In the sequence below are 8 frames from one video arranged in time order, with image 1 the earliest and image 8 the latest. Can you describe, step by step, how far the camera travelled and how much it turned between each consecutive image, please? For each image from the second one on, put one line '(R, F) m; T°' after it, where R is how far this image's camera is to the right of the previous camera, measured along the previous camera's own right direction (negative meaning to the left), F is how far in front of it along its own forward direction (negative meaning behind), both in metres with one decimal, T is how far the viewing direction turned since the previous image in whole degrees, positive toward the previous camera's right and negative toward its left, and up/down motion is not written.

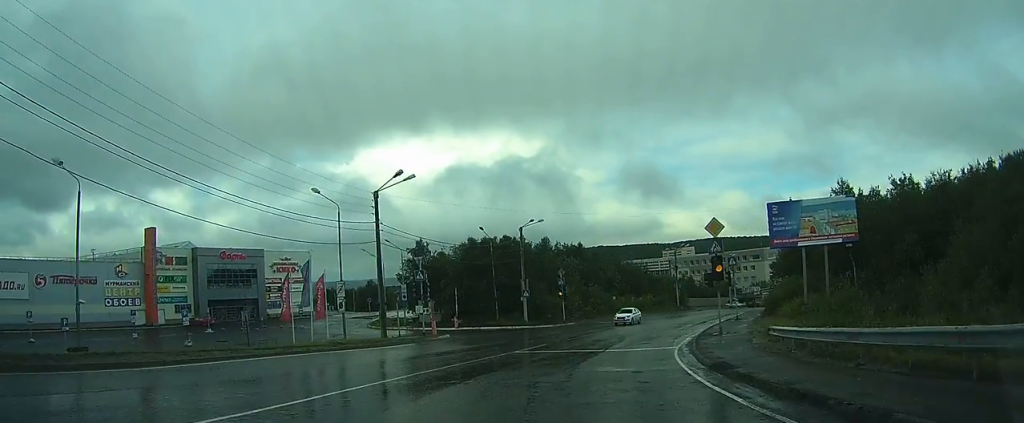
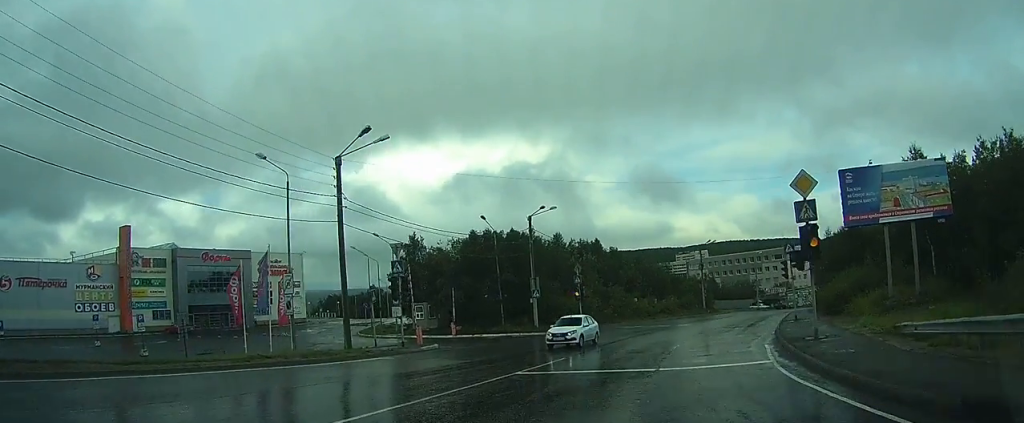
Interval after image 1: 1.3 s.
(+0.6, +11.5) m; +7°
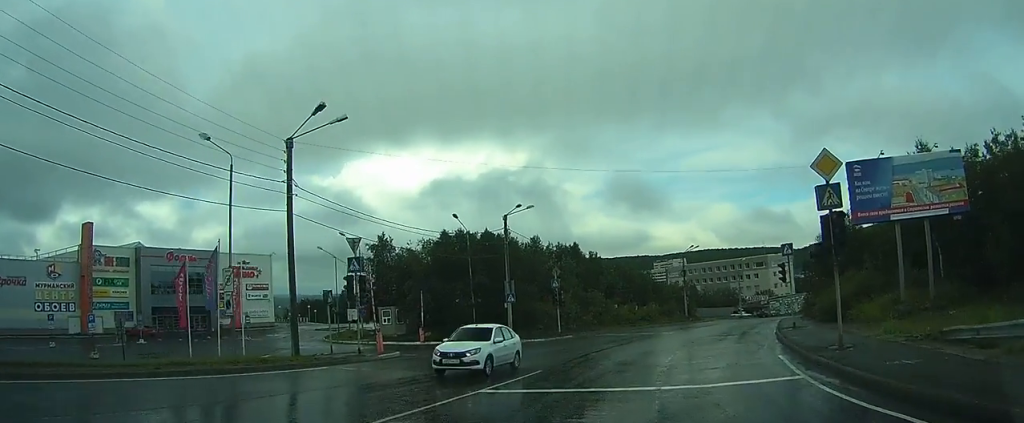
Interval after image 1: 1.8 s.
(+0.2, +4.3) m; +2°
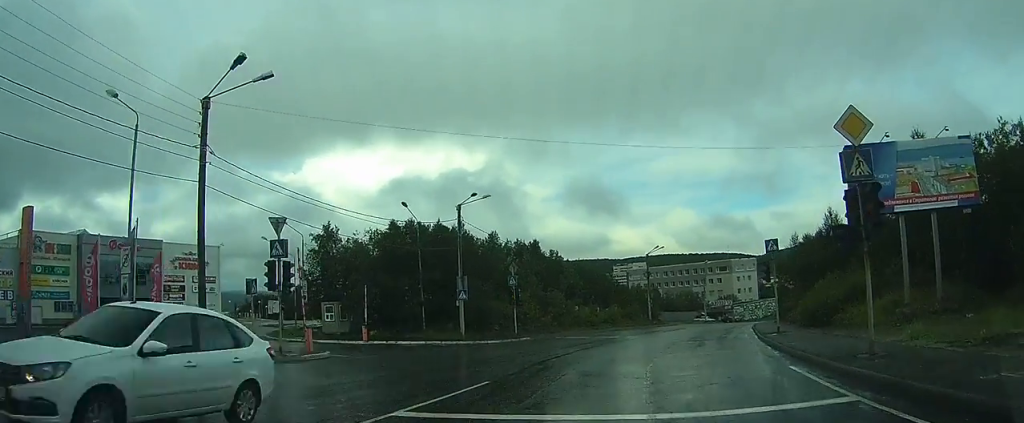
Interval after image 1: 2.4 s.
(+0.1, +4.6) m; +2°
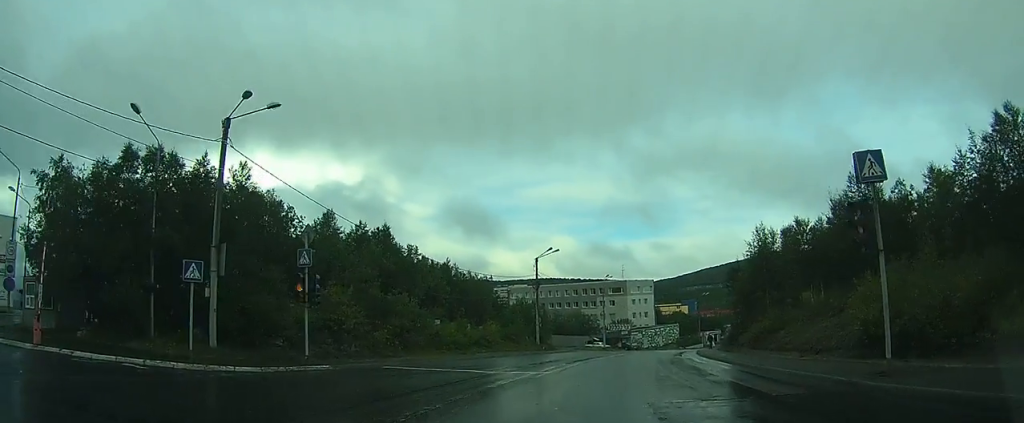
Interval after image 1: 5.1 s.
(+0.7, +19.1) m; +3°
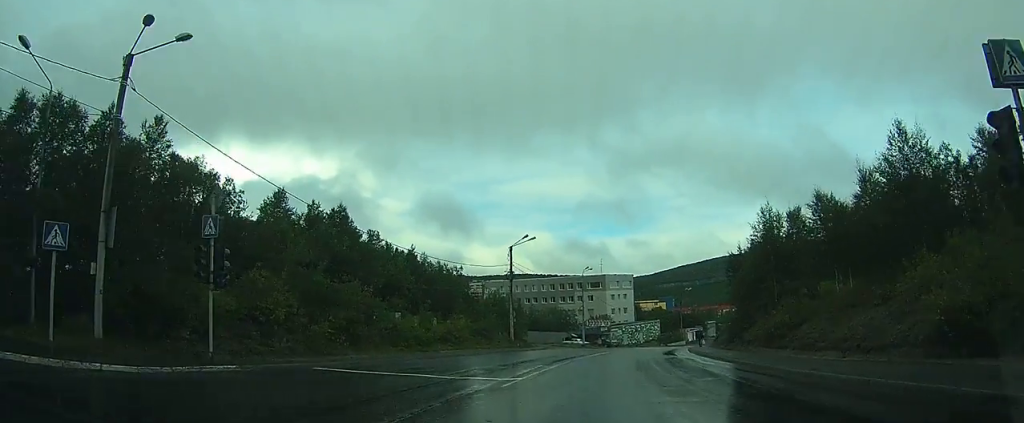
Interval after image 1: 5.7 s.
(+0.1, +5.0) m; +2°
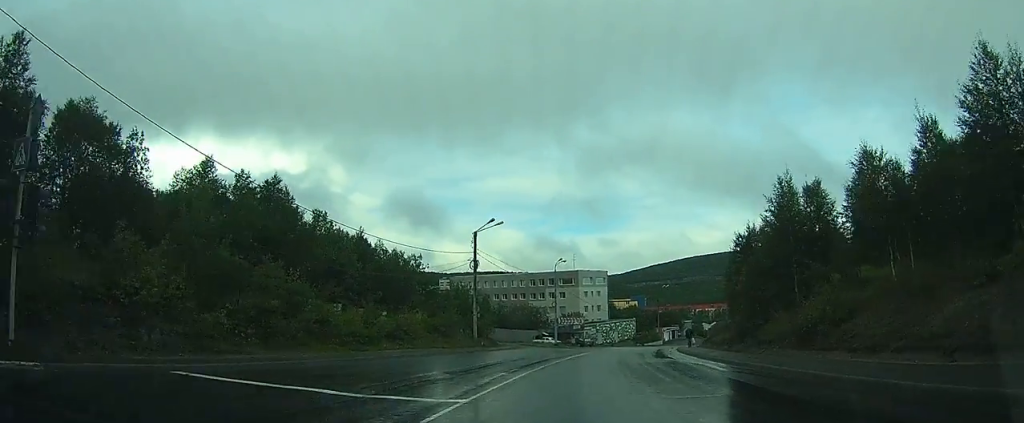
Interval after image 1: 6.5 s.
(+0.1, +6.3) m; +4°
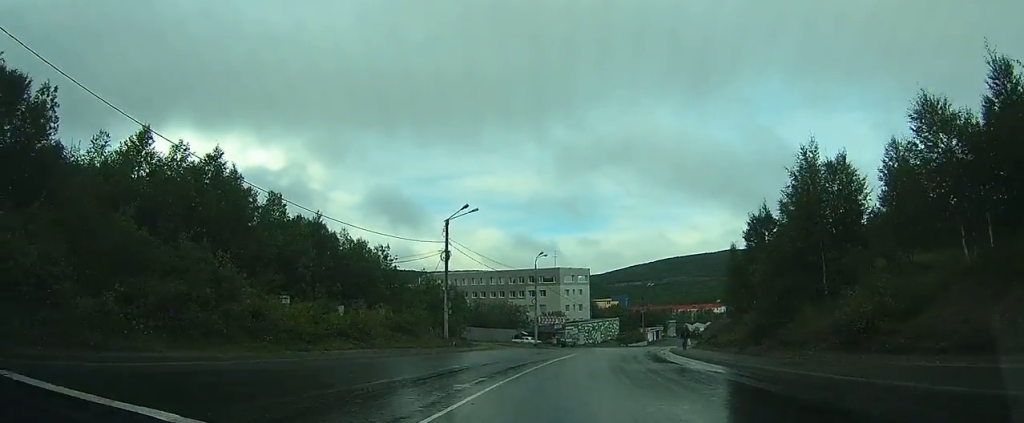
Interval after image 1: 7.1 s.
(-0.2, +4.6) m; +4°
